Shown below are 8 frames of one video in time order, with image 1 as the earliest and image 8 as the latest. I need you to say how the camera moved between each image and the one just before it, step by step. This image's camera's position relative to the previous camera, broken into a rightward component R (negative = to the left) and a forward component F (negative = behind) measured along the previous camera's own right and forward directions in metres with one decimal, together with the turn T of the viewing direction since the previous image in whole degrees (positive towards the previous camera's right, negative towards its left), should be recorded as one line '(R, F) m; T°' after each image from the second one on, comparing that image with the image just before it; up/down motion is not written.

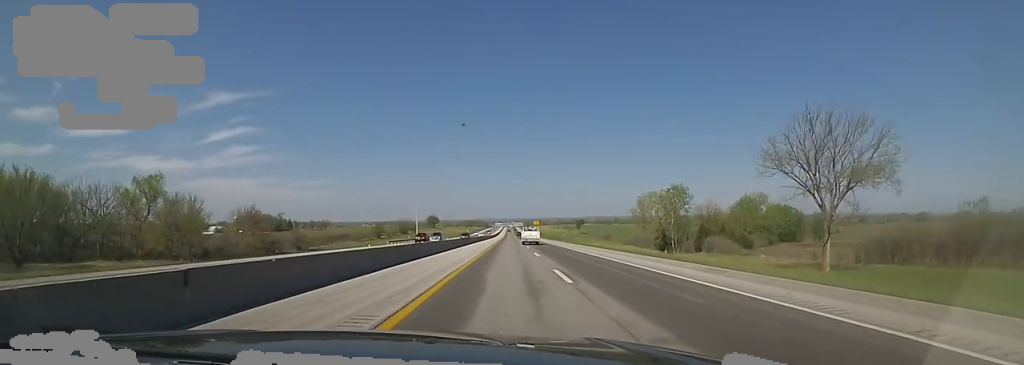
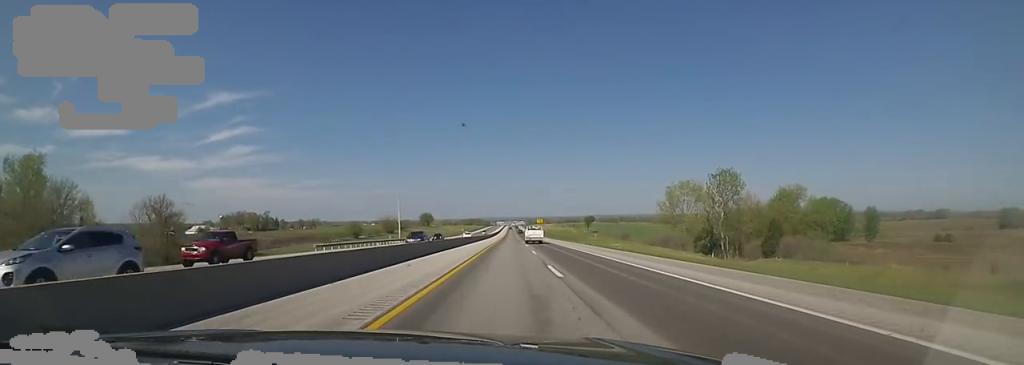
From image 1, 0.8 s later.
(+0.4, +28.8) m; +1°
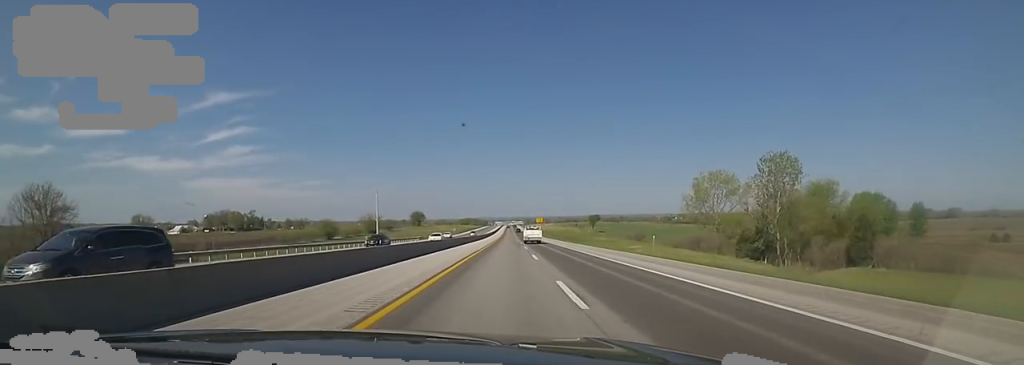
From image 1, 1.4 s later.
(-0.2, +21.5) m; 0°
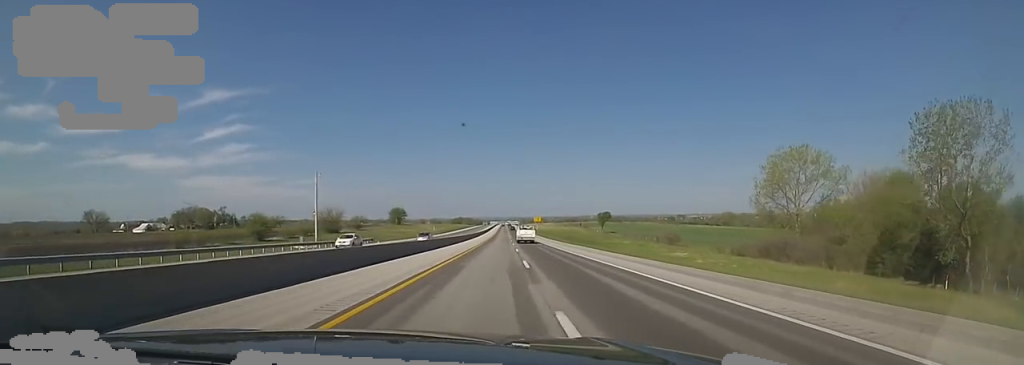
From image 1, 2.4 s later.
(+0.3, +35.4) m; 0°
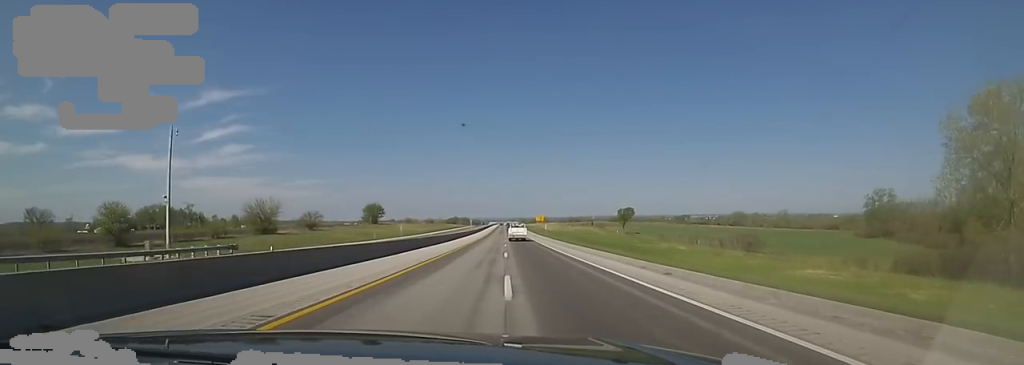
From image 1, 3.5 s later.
(-0.2, +37.8) m; 0°
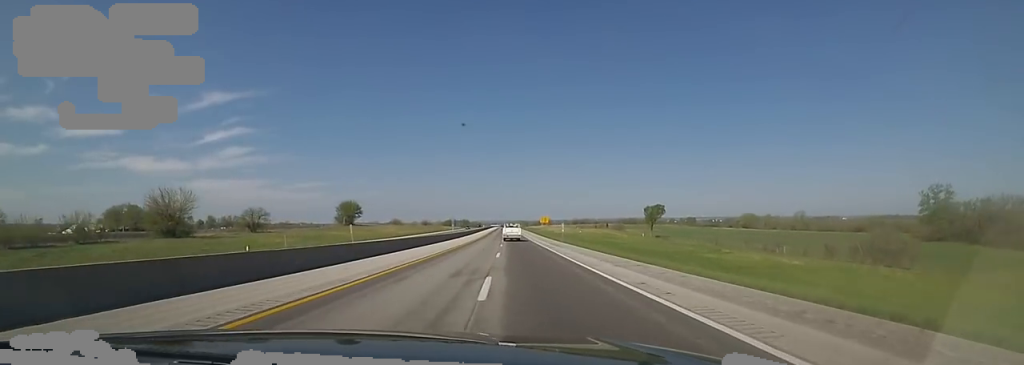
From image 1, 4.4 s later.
(+0.3, +29.2) m; +1°
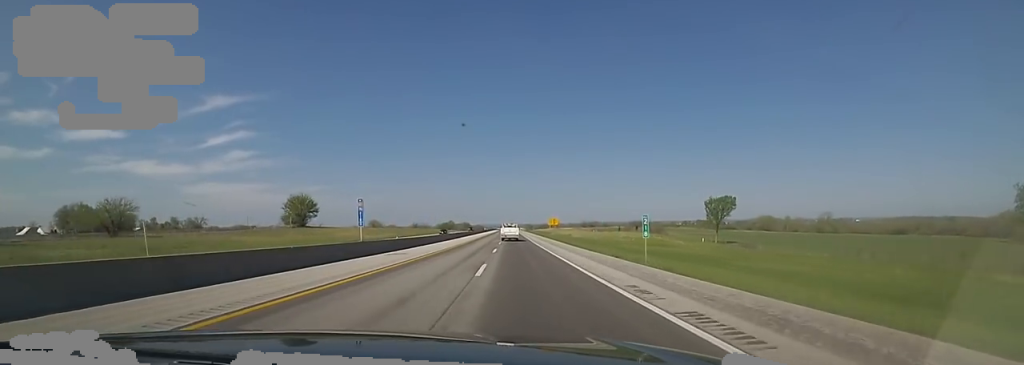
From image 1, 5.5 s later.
(0.0, +38.5) m; 0°
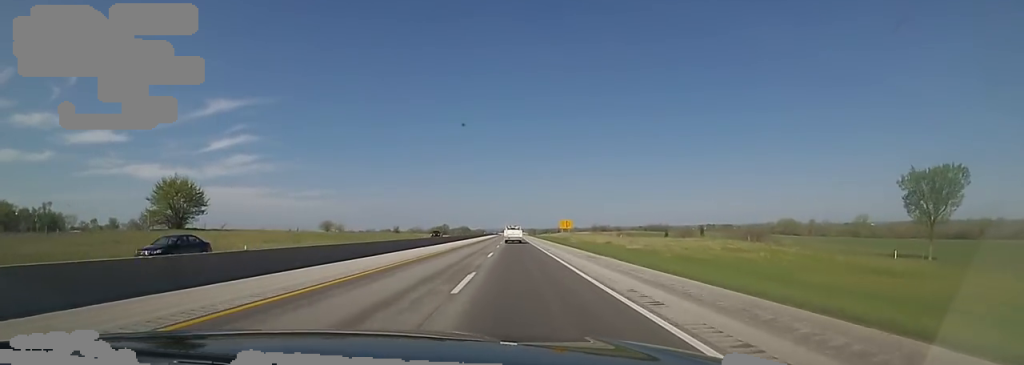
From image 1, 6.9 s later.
(-0.5, +49.3) m; -1°
